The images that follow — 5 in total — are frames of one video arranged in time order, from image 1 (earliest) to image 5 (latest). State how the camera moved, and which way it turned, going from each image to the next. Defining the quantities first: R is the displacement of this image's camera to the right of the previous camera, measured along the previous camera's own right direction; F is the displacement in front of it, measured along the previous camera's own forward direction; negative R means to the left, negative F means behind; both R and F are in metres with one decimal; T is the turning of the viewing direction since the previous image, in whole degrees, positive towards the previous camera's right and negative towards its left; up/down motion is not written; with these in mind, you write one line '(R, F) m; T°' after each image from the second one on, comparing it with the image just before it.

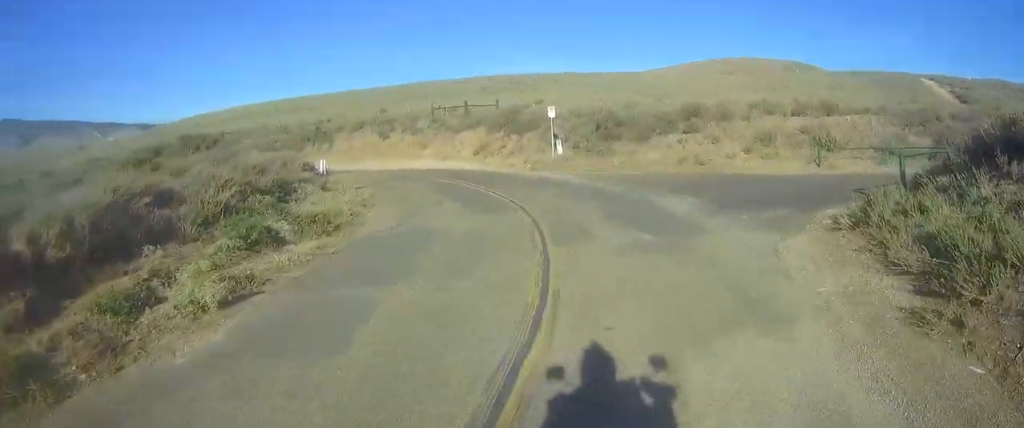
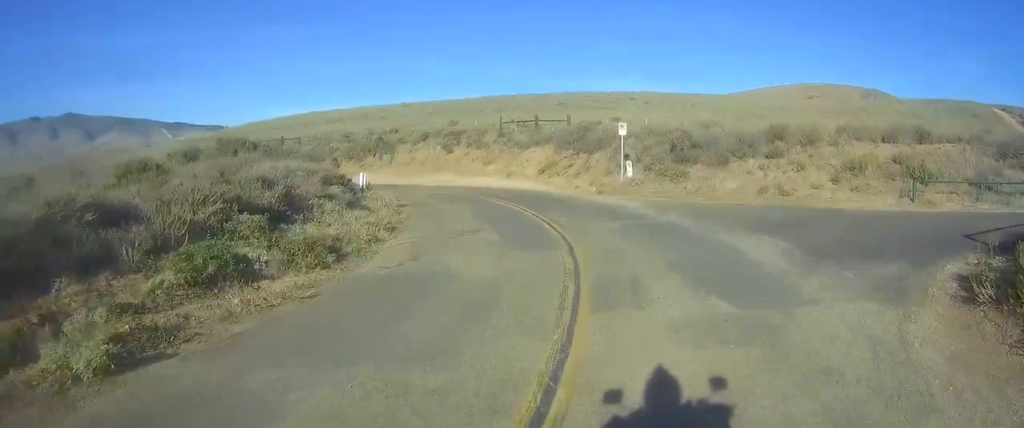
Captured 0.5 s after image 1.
(0.0, +3.2) m; -1°
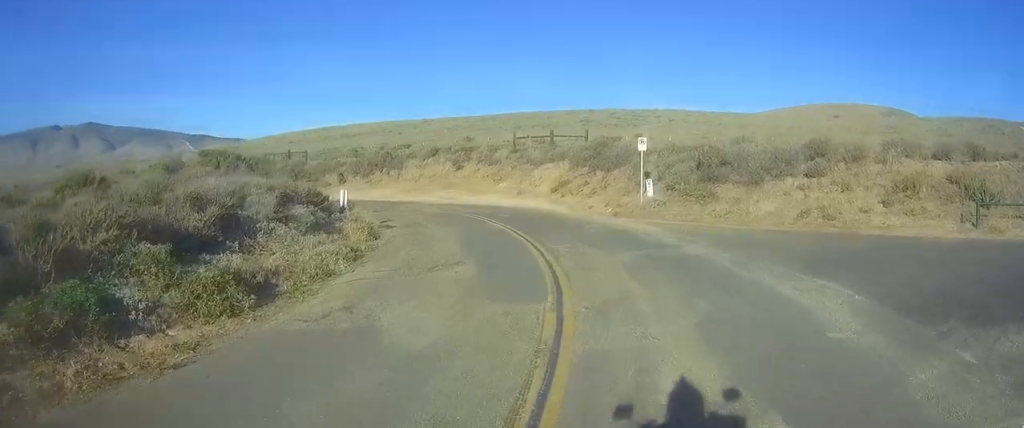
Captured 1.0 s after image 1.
(0.0, +3.4) m; -2°
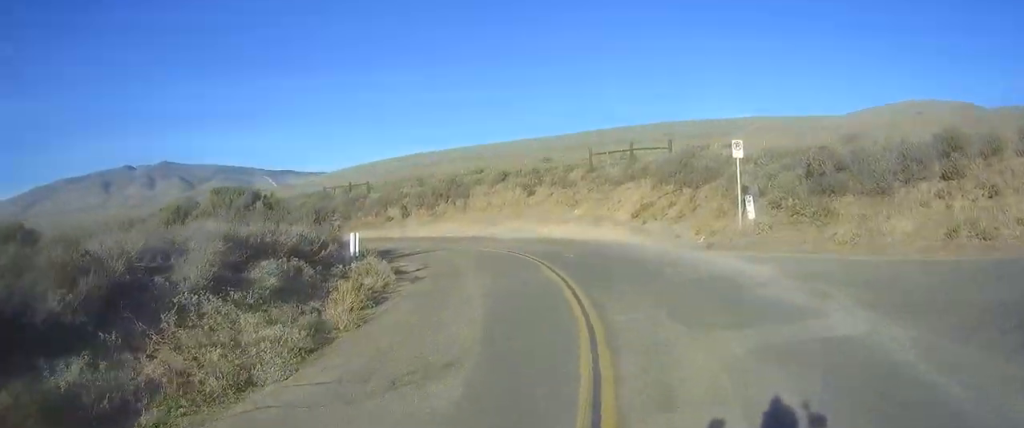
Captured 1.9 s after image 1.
(-0.2, +5.5) m; -6°
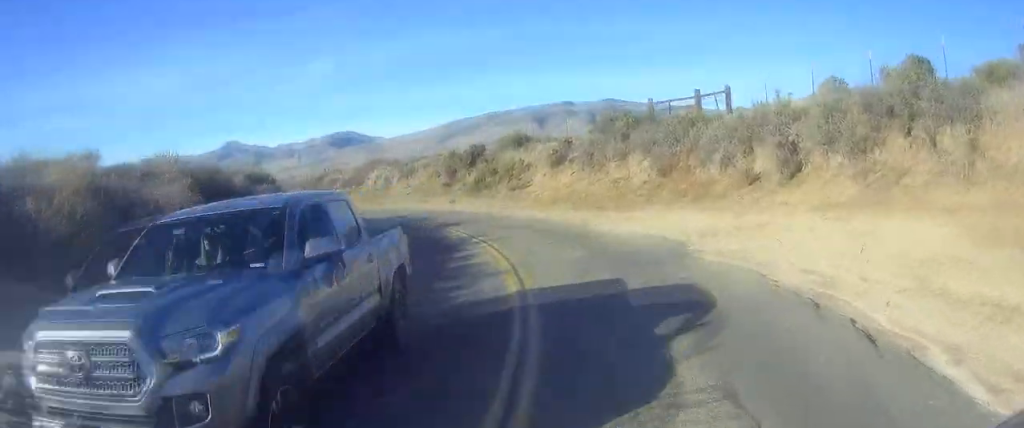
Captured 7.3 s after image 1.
(-10.2, +31.0) m; -37°
